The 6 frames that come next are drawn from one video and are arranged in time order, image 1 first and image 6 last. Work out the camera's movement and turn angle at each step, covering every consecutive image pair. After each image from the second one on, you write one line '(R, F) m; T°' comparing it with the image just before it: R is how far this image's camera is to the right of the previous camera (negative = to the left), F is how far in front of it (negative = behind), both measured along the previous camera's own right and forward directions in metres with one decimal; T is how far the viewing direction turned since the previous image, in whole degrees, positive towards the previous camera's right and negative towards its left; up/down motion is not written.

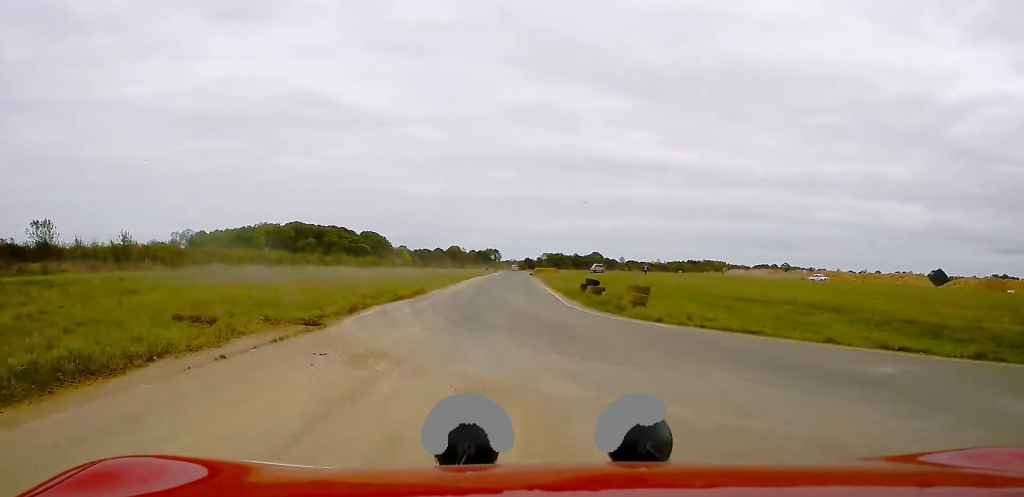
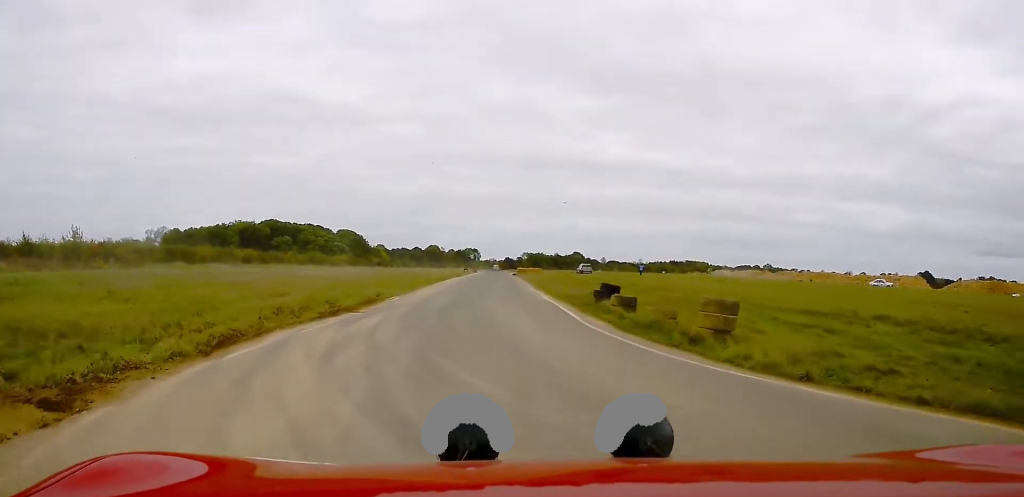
(-0.1, +9.2) m; -1°
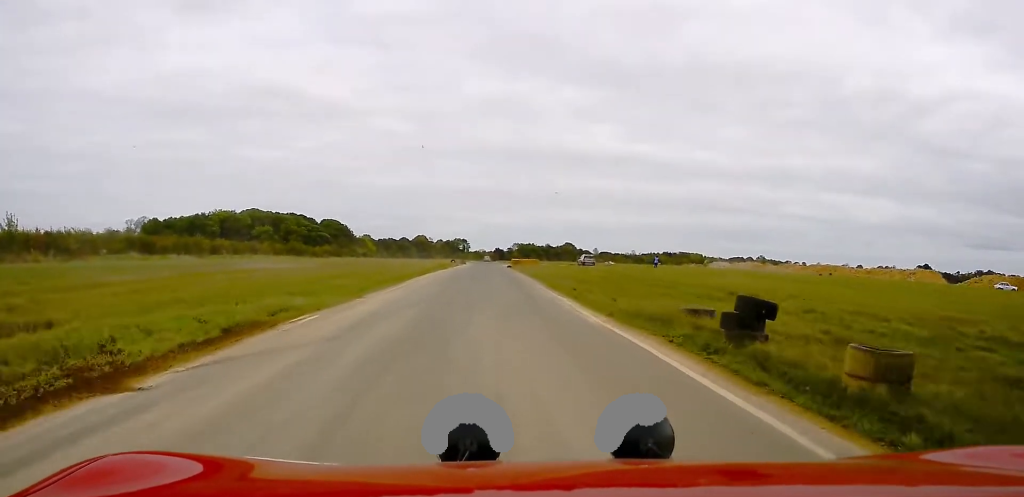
(0.0, +13.2) m; +1°
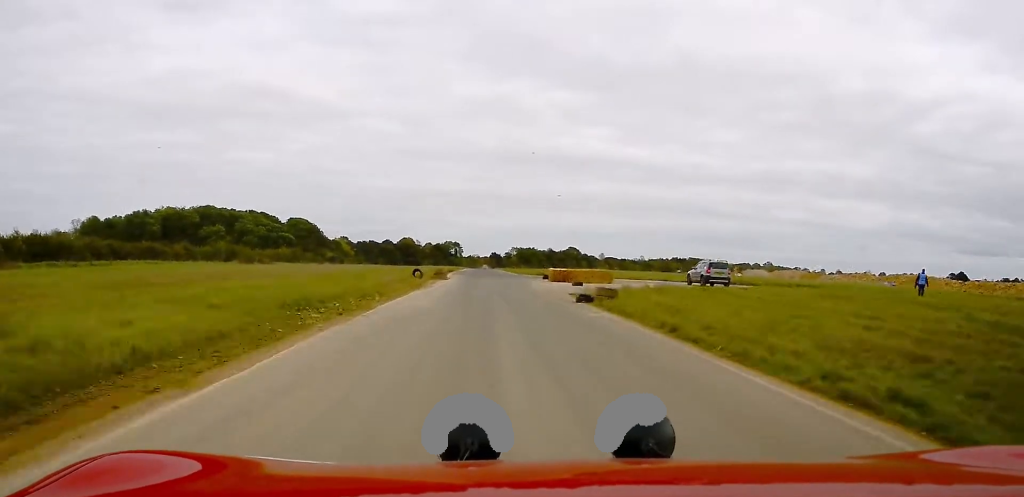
(+0.6, +60.5) m; 0°
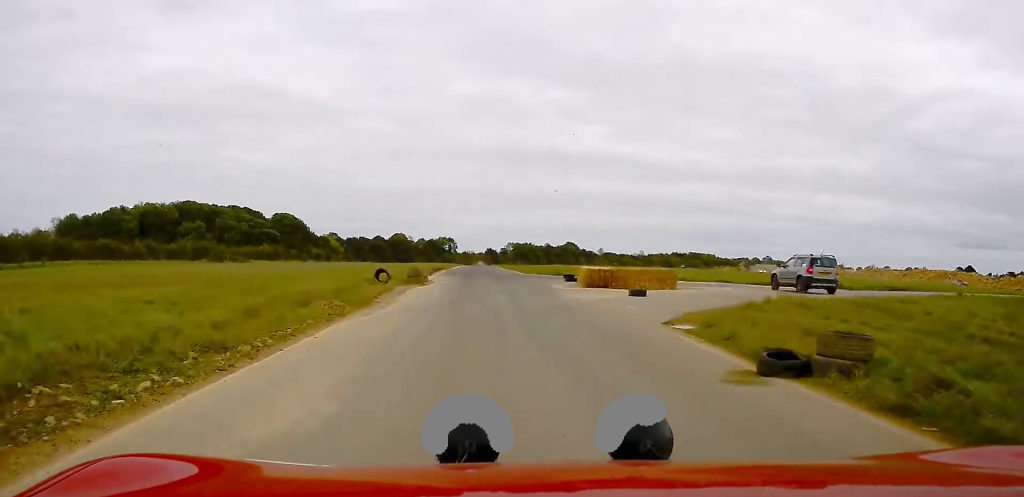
(+0.1, +15.9) m; 0°
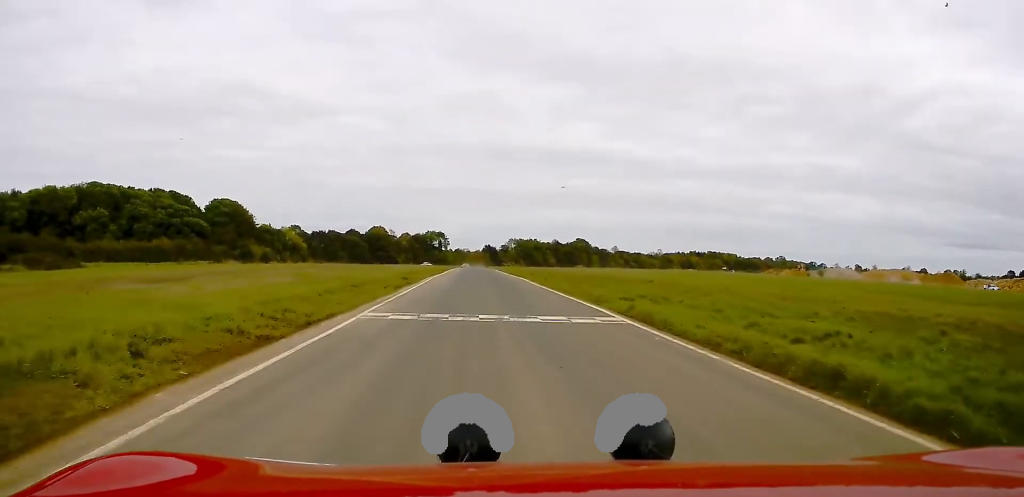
(+0.2, +72.3) m; +1°
